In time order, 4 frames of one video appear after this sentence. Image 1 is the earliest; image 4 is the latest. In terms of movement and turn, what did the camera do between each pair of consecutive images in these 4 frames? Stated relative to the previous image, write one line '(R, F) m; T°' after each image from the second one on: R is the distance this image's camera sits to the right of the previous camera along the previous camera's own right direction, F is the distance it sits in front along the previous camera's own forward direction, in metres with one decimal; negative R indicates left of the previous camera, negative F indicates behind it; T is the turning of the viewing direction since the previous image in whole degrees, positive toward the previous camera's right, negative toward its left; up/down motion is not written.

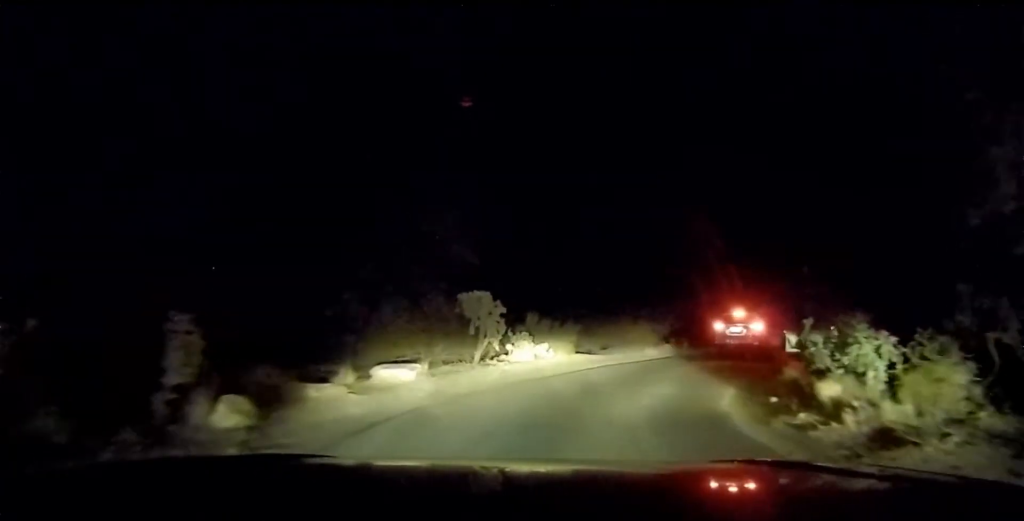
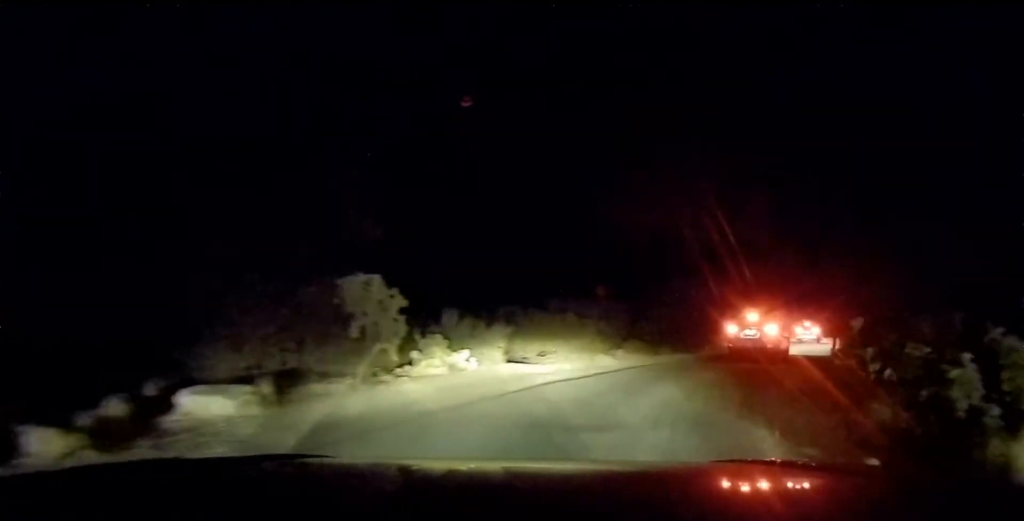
(+0.2, +4.3) m; 0°
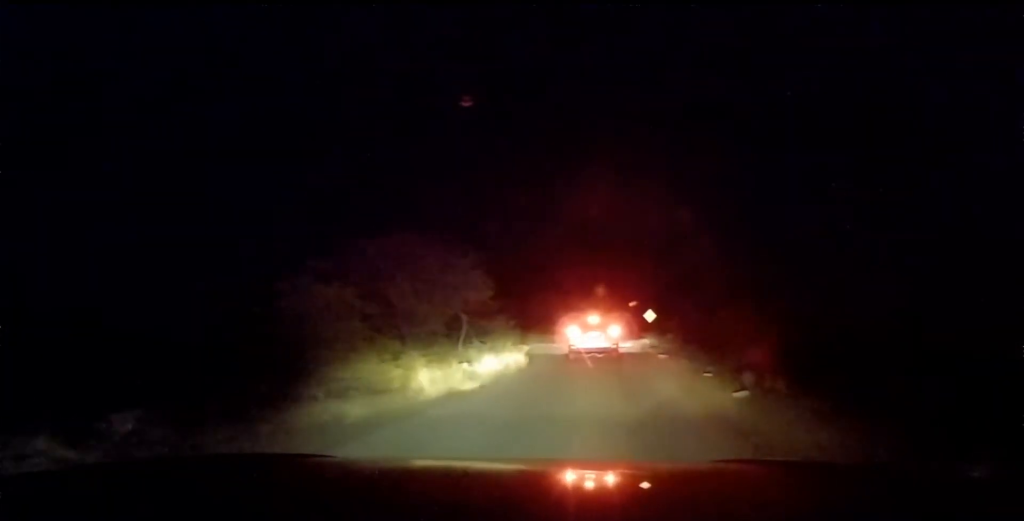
(+2.4, +14.2) m; +22°
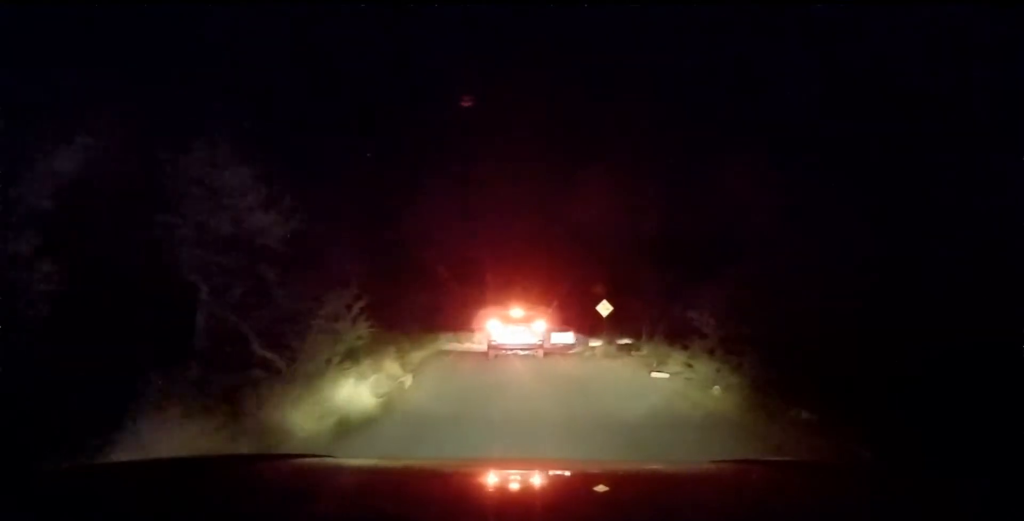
(+1.4, +9.4) m; +15°
